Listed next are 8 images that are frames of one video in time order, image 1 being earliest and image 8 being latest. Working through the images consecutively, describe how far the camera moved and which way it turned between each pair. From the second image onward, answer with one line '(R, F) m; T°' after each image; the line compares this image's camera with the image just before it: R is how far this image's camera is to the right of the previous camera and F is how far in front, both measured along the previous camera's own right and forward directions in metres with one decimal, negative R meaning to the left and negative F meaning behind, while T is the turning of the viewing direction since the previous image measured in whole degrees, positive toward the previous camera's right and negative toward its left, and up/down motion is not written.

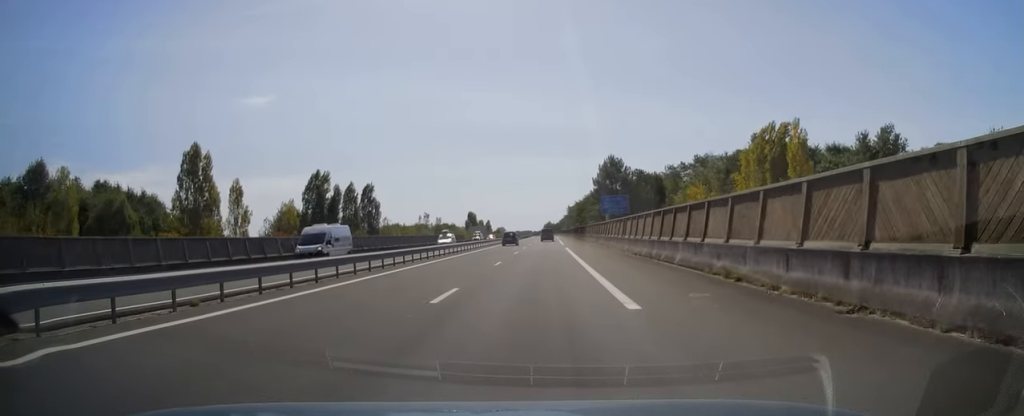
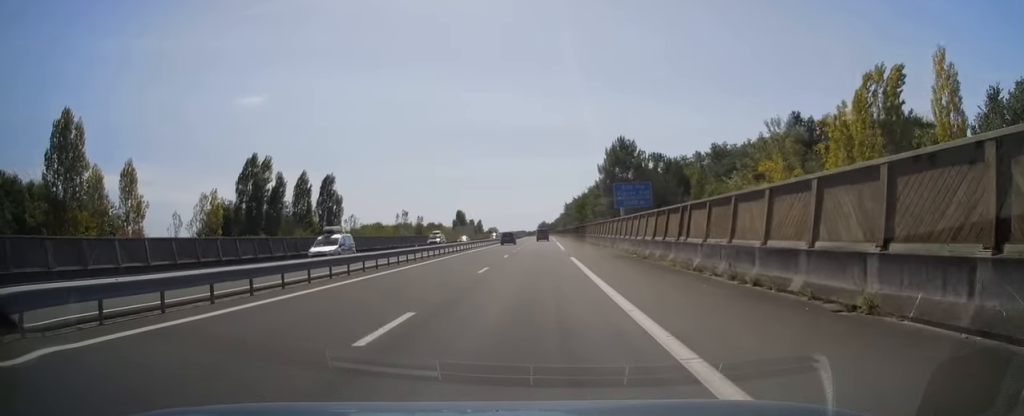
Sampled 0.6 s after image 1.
(+0.2, +18.3) m; +1°
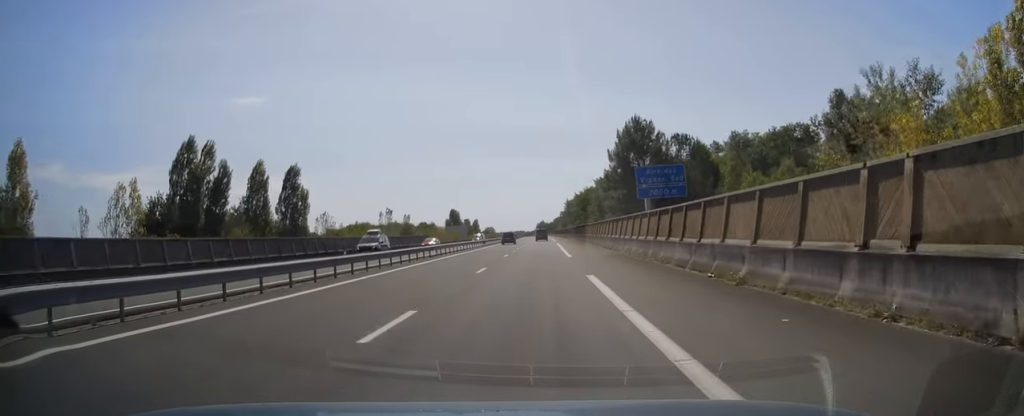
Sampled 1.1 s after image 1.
(+0.1, +13.3) m; 0°
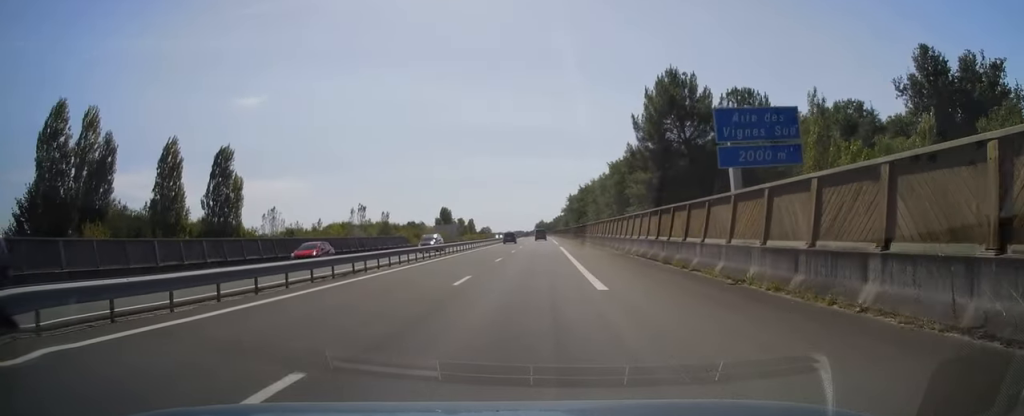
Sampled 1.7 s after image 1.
(0.0, +18.3) m; 0°
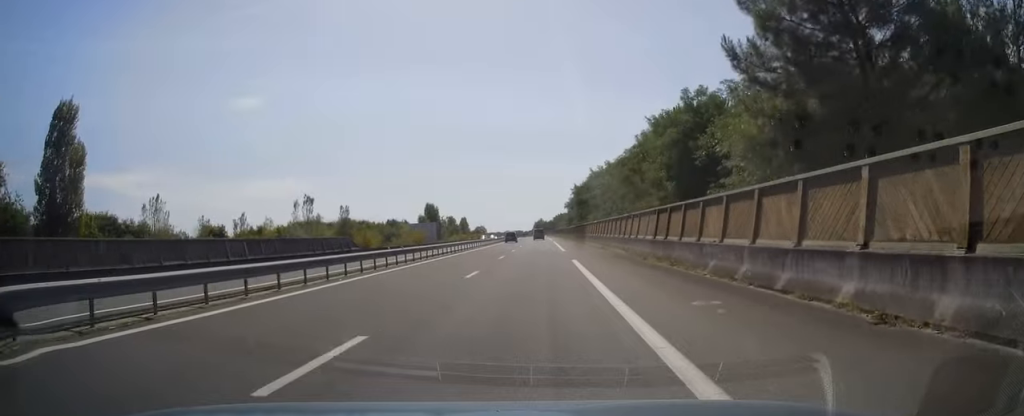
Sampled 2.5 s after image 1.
(0.0, +24.7) m; 0°
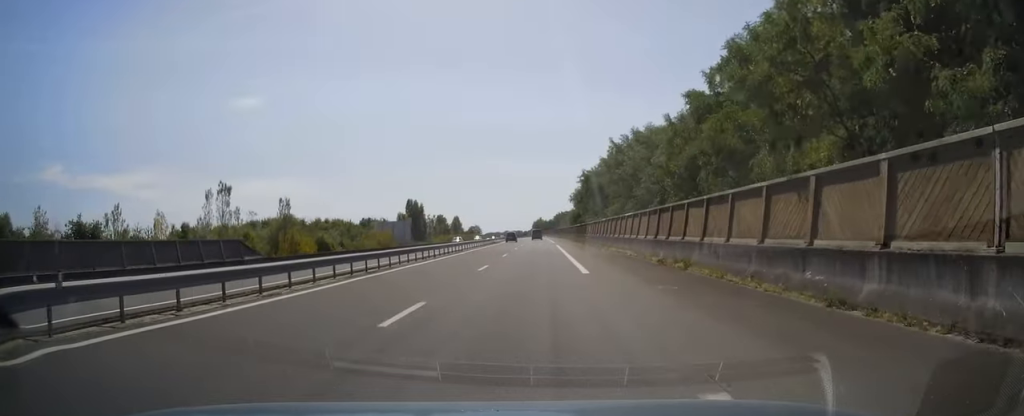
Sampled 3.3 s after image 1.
(0.0, +23.2) m; 0°
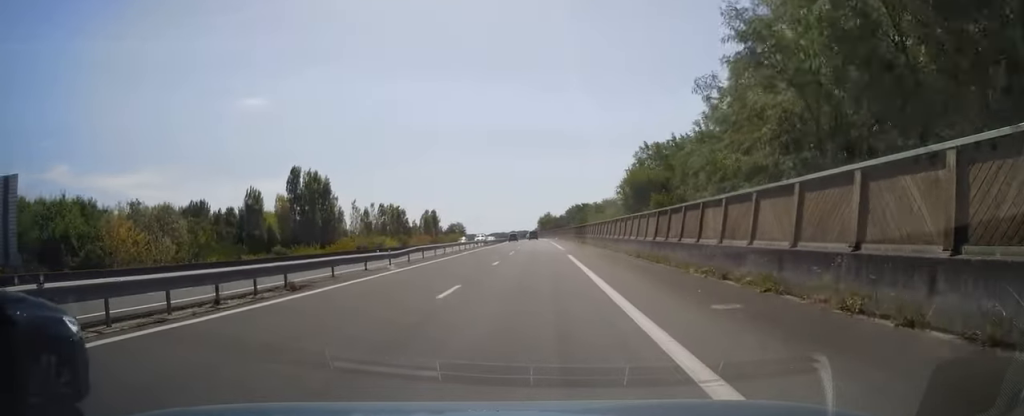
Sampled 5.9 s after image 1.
(-0.5, +76.7) m; -1°
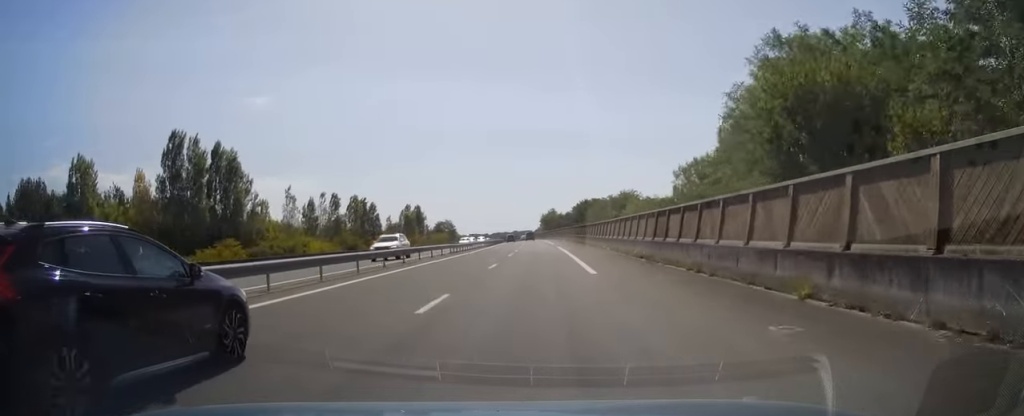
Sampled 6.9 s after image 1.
(+0.2, +29.5) m; 0°
